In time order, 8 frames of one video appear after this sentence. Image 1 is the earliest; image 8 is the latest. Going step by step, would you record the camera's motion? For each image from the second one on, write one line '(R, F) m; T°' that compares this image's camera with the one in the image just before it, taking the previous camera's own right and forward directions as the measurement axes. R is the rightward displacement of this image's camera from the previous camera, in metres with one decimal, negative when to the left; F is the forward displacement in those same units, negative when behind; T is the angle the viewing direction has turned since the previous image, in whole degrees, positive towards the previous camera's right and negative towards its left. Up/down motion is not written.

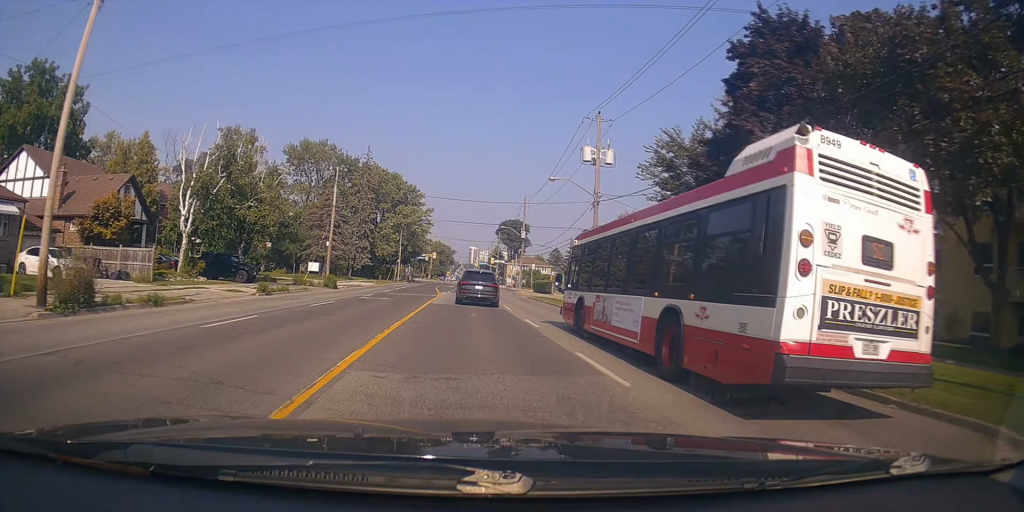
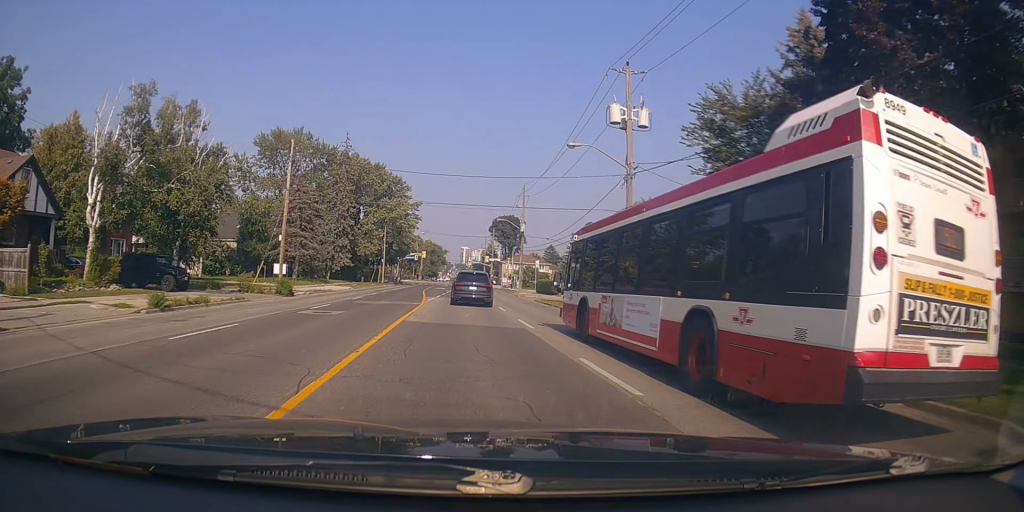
(-0.6, +9.7) m; -1°
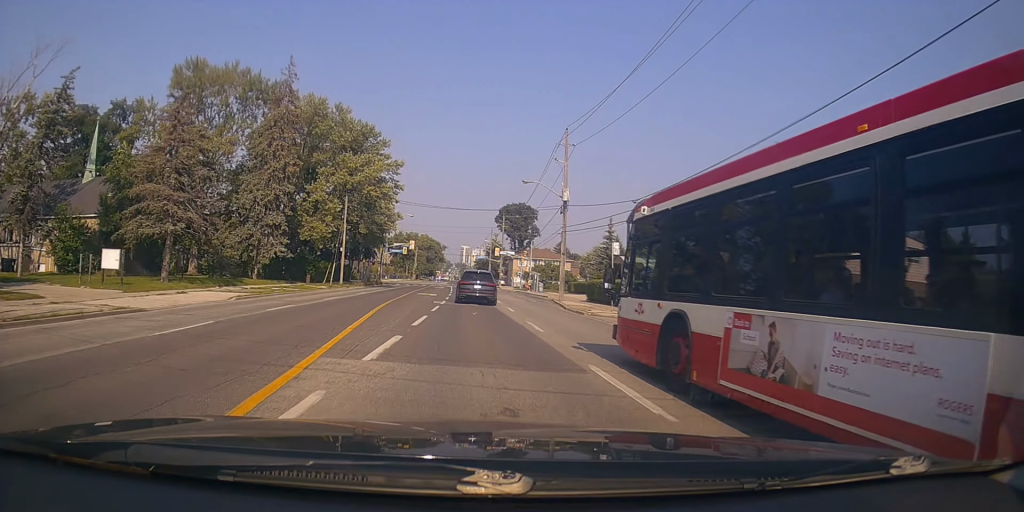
(+0.5, +28.3) m; +3°
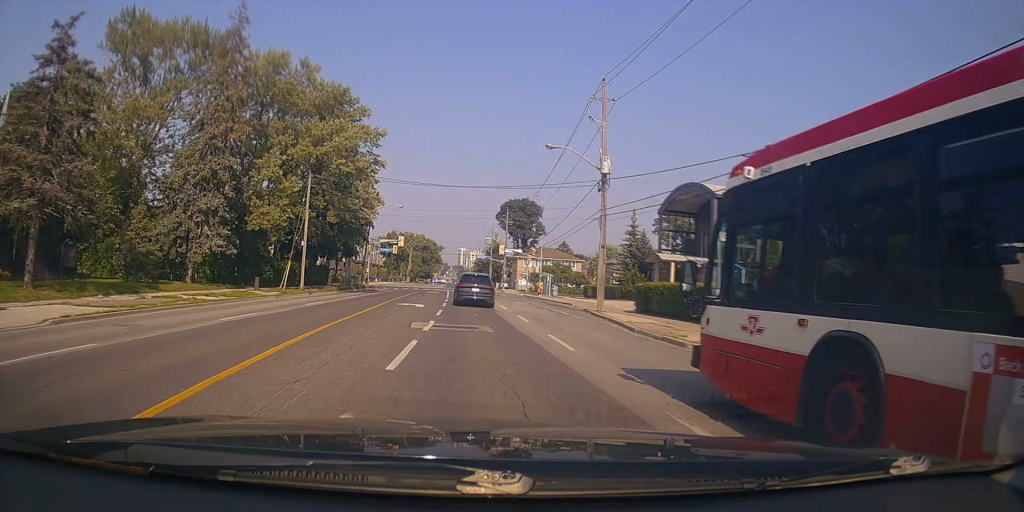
(+0.1, +12.5) m; +1°
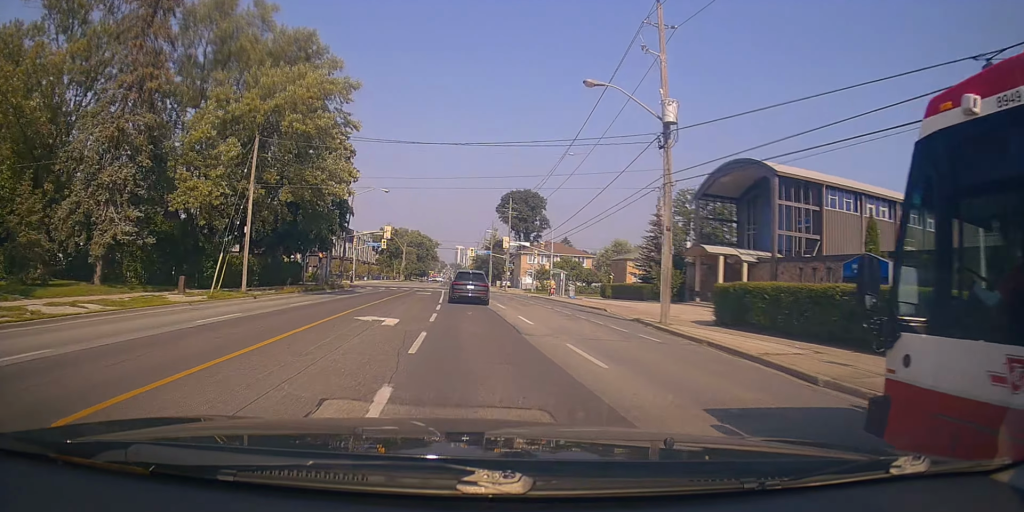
(+0.2, +10.5) m; 0°
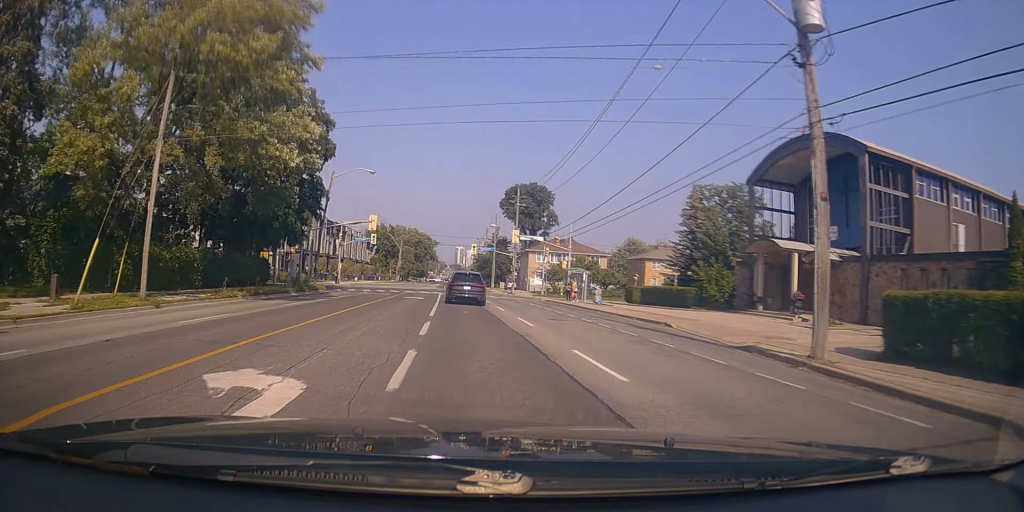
(-0.2, +10.1) m; -1°
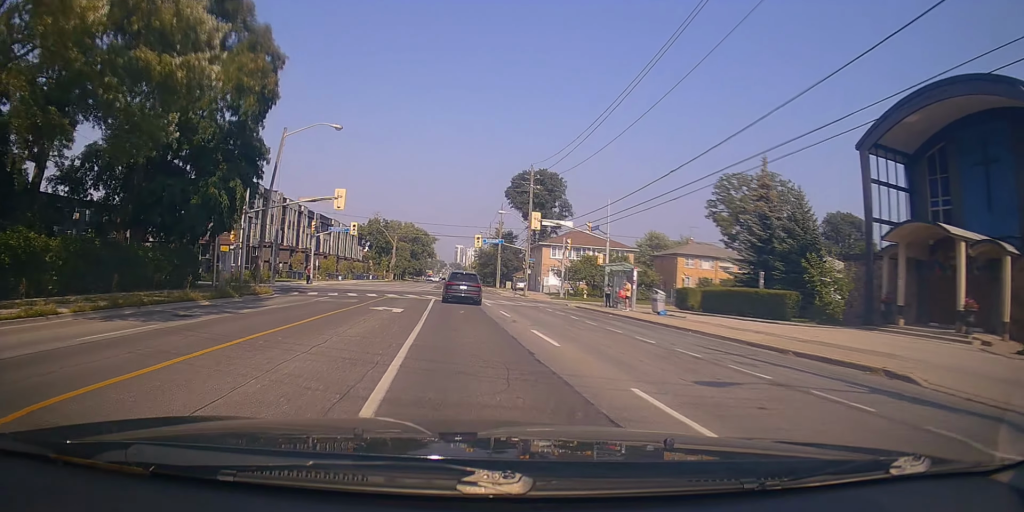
(-0.2, +13.5) m; -1°
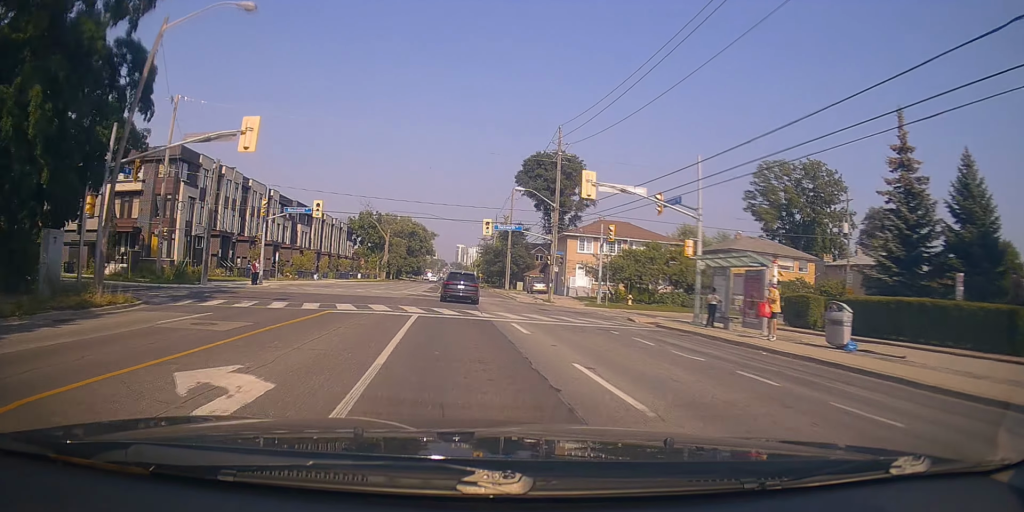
(+0.1, +15.5) m; +1°
